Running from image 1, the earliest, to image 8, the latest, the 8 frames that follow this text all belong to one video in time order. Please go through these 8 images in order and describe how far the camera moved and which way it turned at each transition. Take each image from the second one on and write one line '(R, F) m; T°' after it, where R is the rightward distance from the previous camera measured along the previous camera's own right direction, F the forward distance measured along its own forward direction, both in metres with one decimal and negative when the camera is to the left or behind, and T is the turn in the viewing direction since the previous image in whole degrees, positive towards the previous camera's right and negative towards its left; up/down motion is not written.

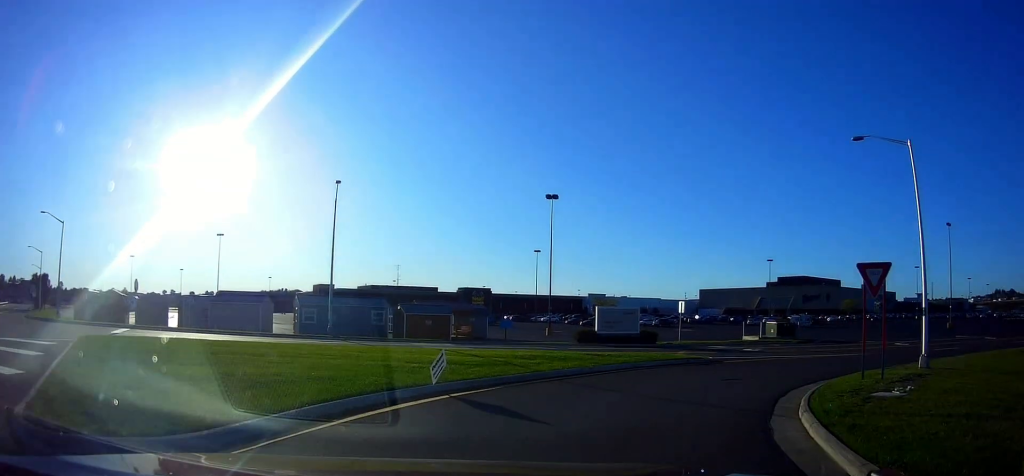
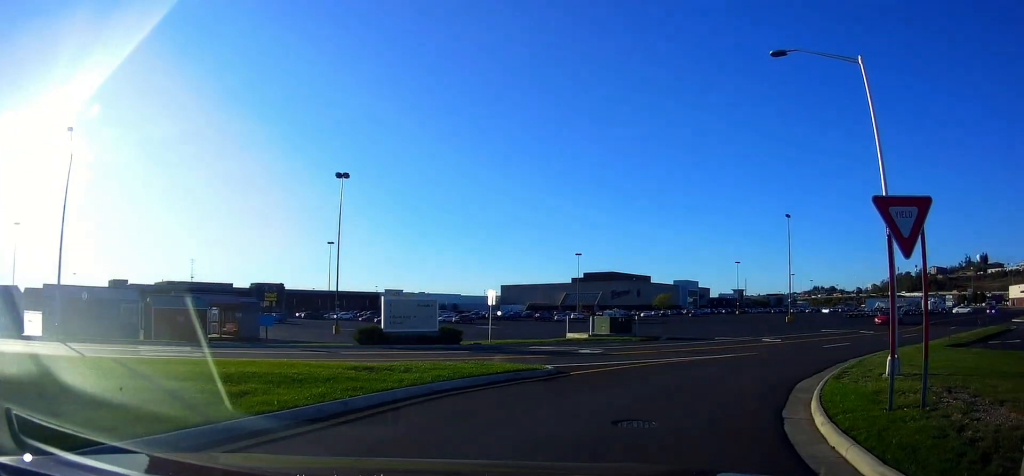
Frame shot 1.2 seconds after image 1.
(+1.0, +8.5) m; +16°
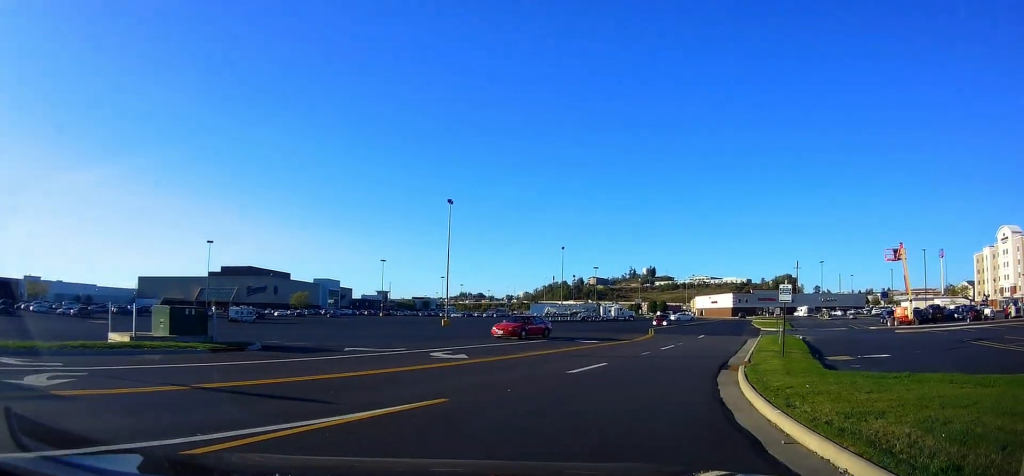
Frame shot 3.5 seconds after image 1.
(+4.6, +15.0) m; +37°
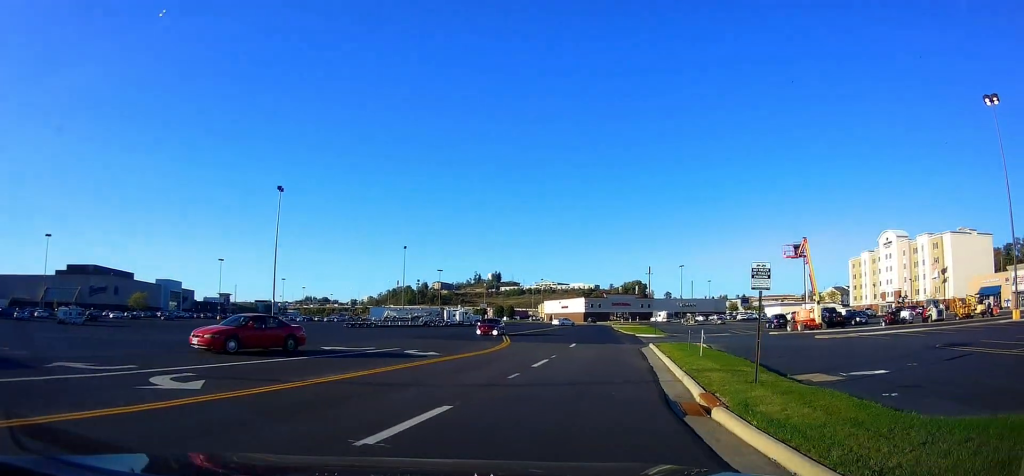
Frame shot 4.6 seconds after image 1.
(+1.7, +8.2) m; +16°
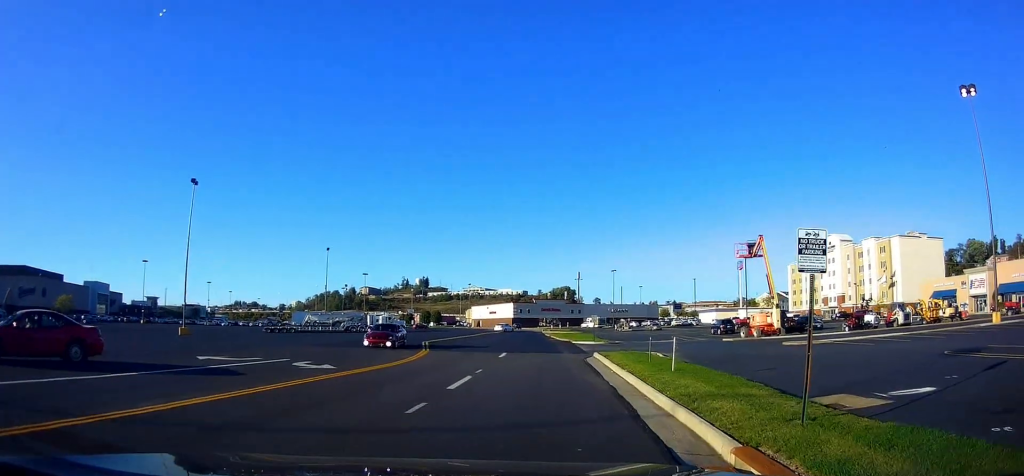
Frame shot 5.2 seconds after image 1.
(+0.1, +4.9) m; +3°
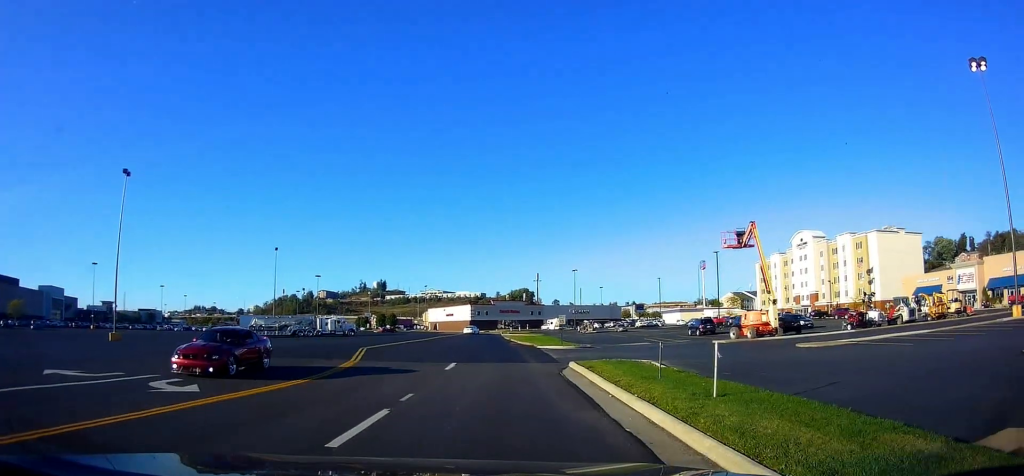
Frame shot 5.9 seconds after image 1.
(+0.1, +6.0) m; +4°
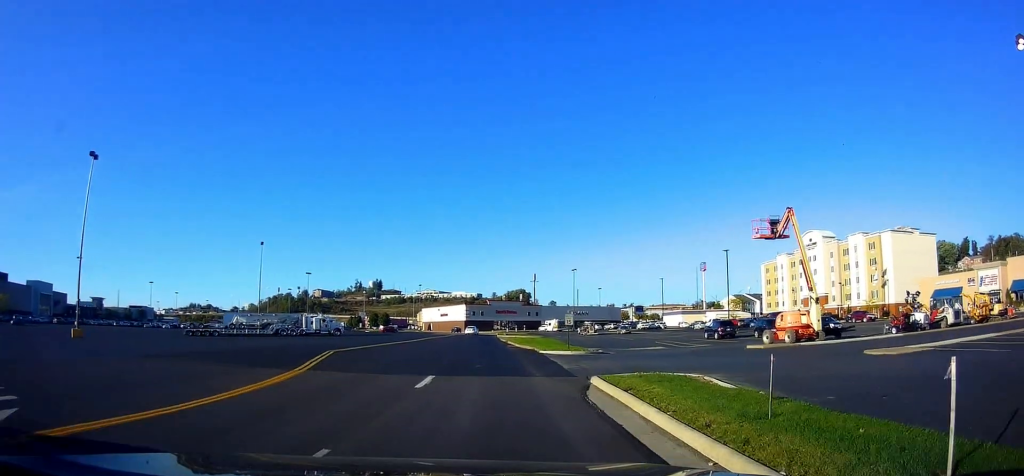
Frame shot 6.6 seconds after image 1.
(+0.2, +5.7) m; +5°
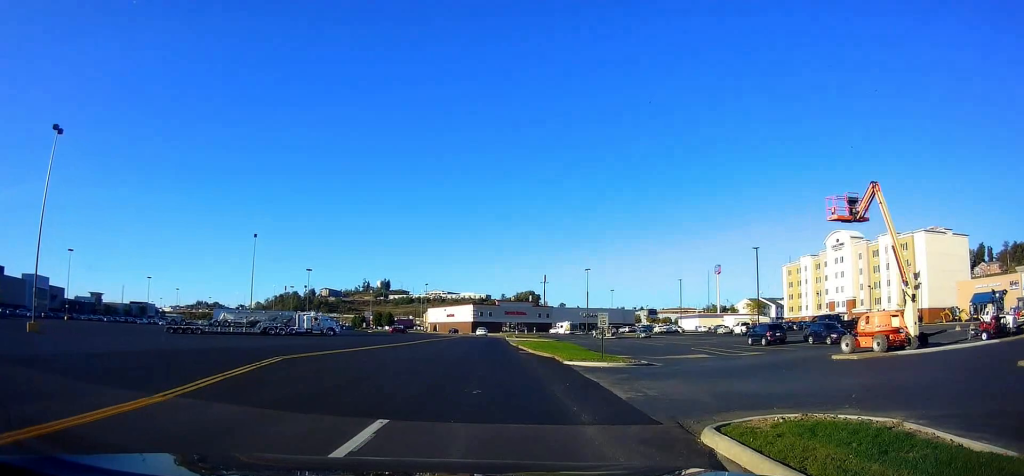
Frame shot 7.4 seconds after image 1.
(+0.5, +7.7) m; +1°
